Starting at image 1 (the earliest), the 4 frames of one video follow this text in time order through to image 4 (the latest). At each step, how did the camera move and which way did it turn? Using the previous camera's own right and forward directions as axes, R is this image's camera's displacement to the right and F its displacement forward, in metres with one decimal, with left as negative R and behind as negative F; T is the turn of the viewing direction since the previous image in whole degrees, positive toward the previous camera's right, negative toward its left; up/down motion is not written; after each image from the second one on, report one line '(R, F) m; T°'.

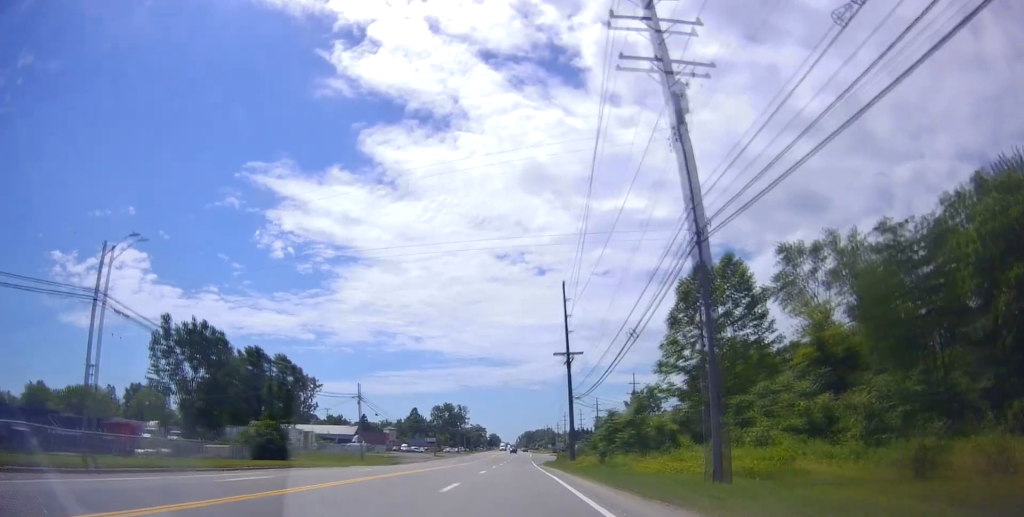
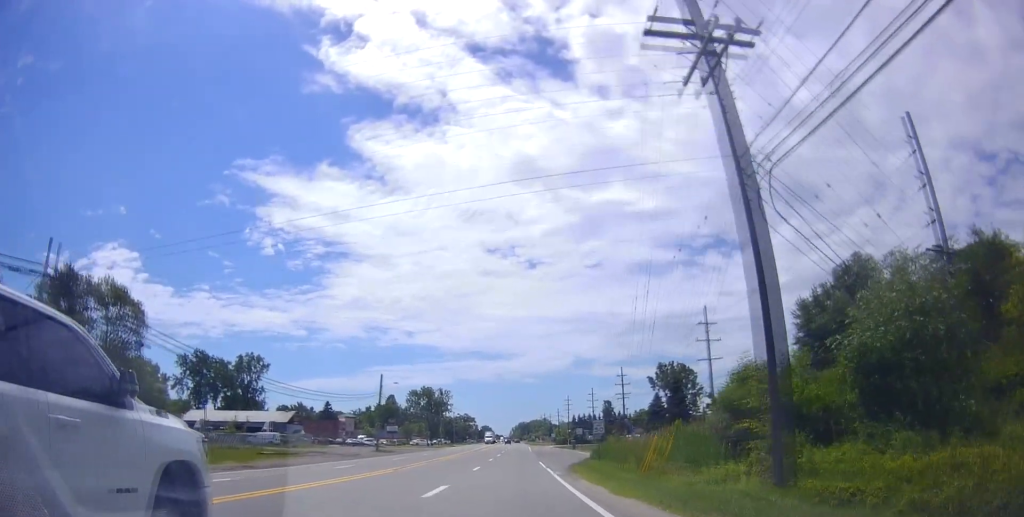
(+1.2, +48.2) m; 0°
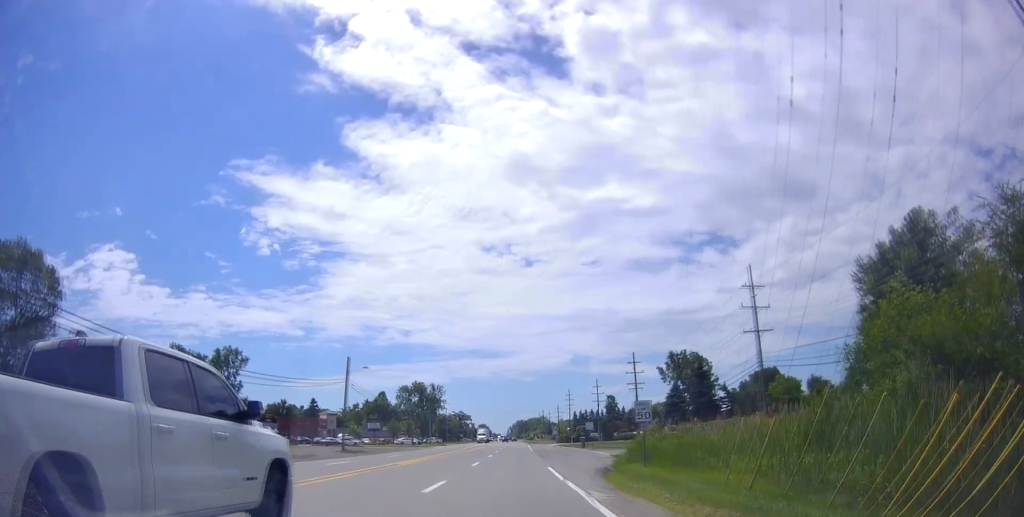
(-0.5, +15.1) m; 0°
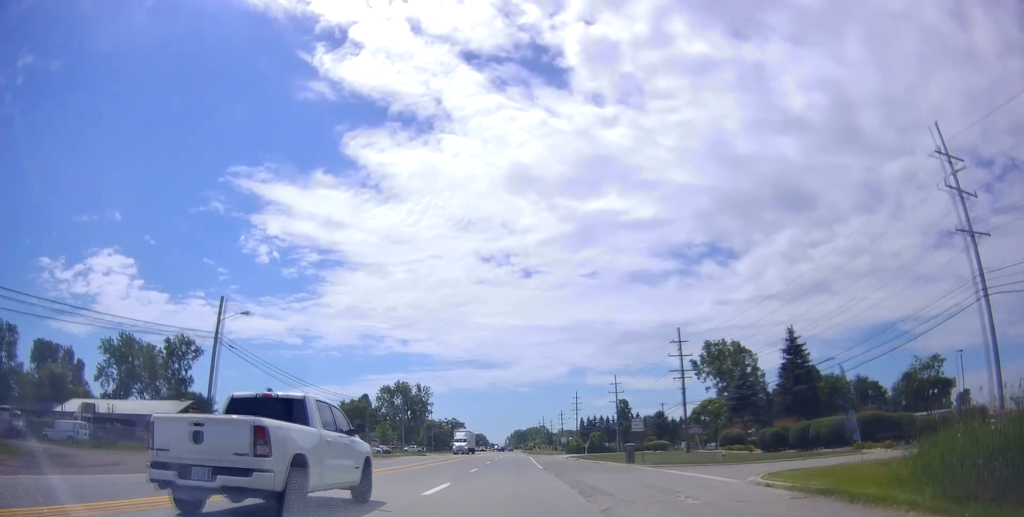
(+0.7, +30.1) m; +3°
